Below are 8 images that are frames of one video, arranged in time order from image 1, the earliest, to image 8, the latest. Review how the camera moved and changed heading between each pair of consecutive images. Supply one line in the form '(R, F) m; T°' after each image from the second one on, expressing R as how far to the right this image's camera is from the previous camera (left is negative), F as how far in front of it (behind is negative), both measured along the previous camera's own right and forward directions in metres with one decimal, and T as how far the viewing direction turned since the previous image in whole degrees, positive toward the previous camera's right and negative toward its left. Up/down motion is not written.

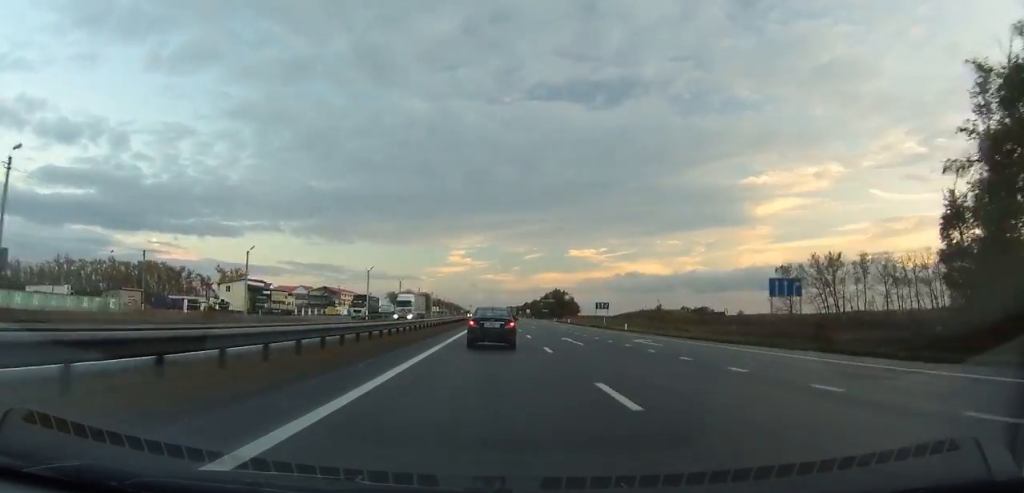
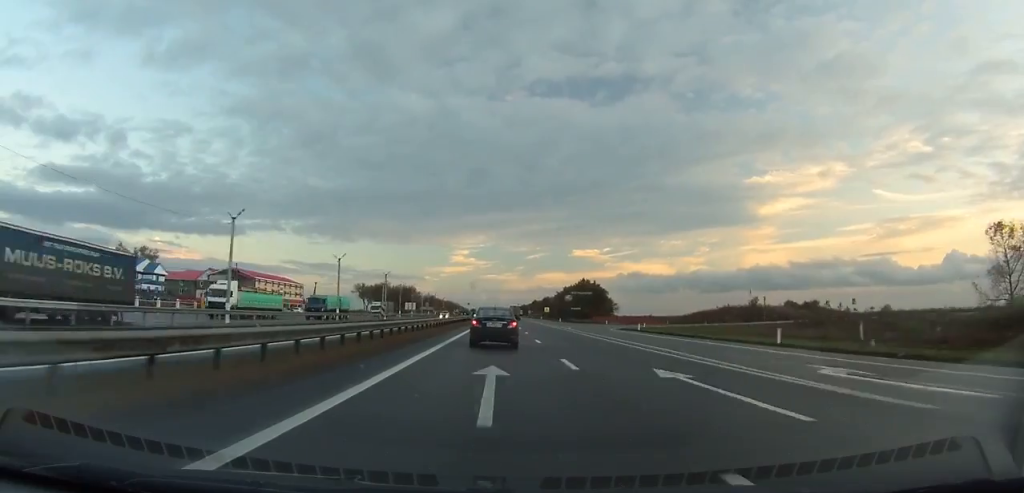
(-0.1, +77.1) m; 0°
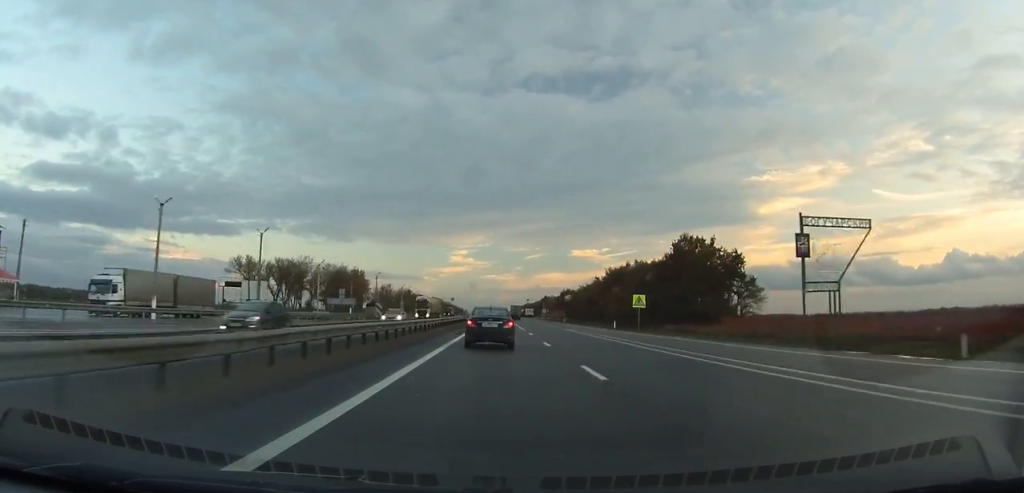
(-0.2, +106.4) m; 0°
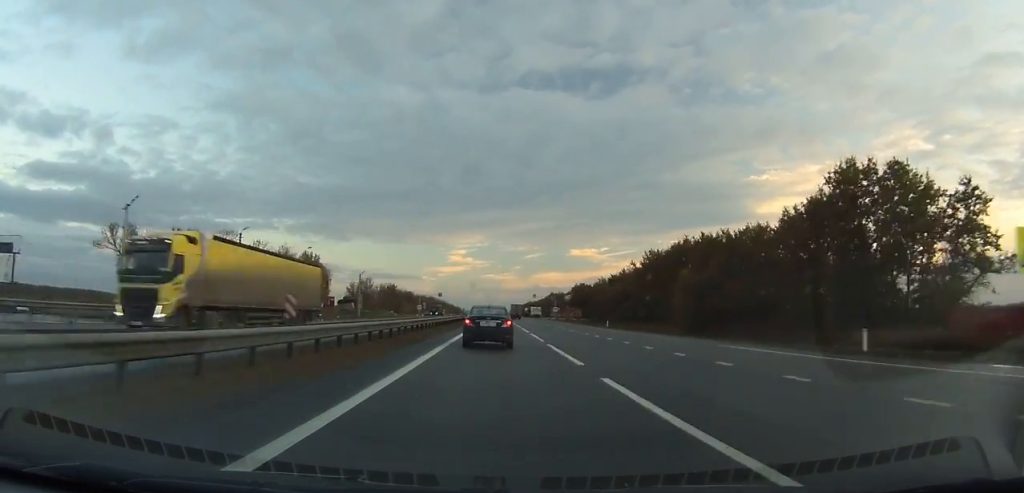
(+0.1, +45.1) m; 0°
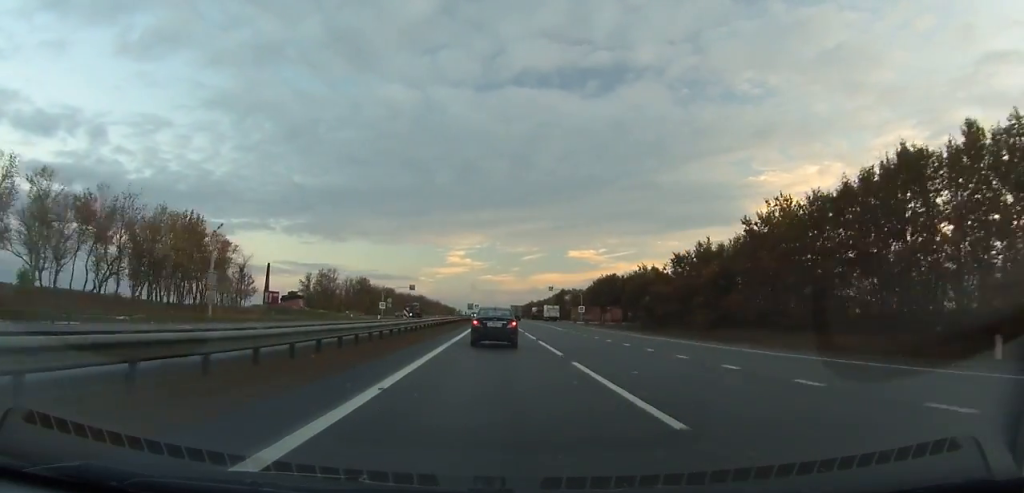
(0.0, +56.4) m; 0°
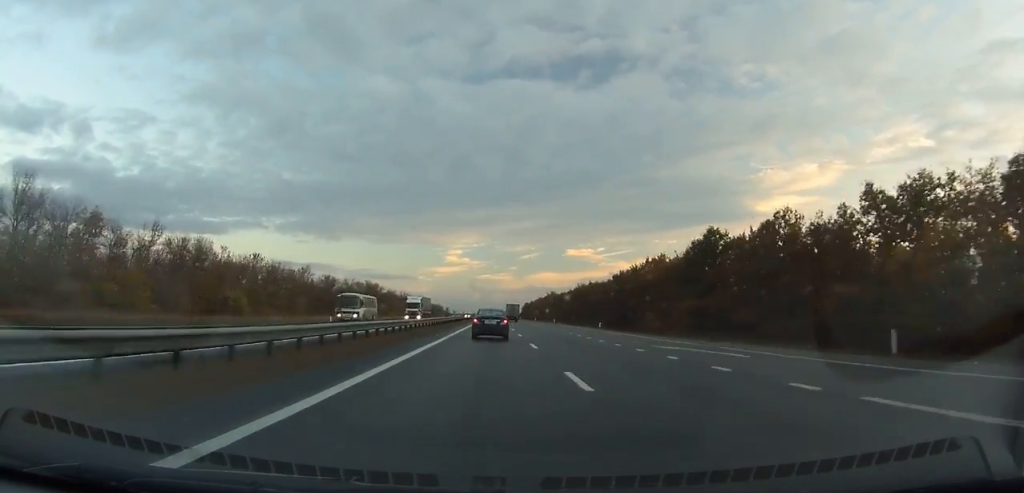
(0.0, +178.8) m; 0°
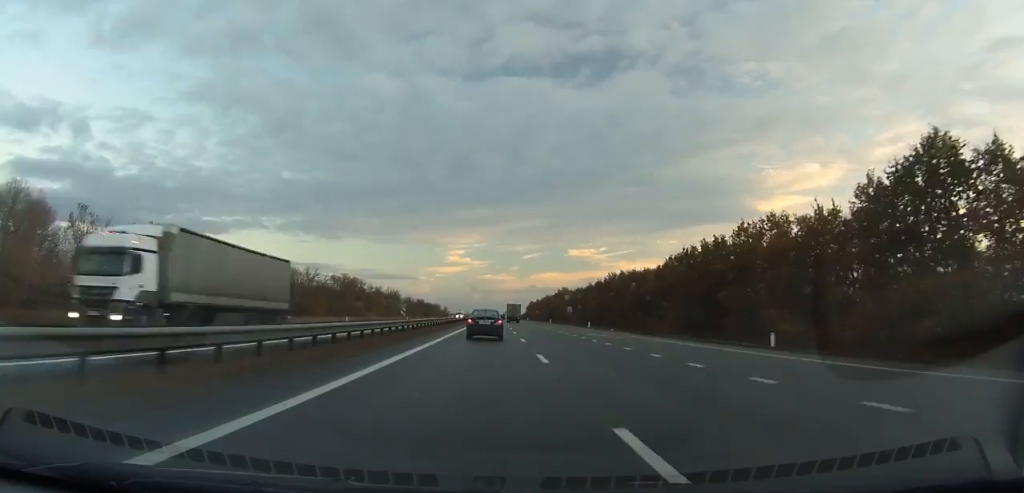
(0.0, +43.1) m; 0°
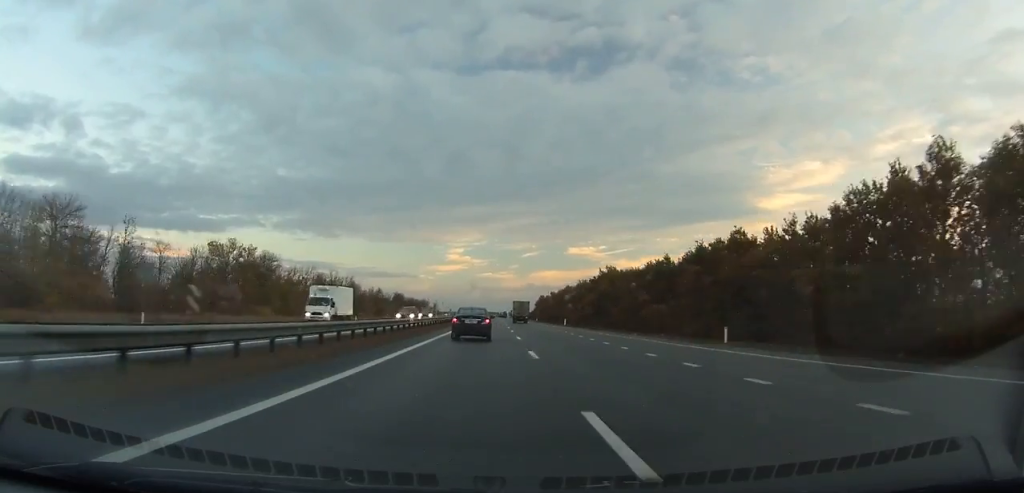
(-0.2, +92.7) m; 0°
